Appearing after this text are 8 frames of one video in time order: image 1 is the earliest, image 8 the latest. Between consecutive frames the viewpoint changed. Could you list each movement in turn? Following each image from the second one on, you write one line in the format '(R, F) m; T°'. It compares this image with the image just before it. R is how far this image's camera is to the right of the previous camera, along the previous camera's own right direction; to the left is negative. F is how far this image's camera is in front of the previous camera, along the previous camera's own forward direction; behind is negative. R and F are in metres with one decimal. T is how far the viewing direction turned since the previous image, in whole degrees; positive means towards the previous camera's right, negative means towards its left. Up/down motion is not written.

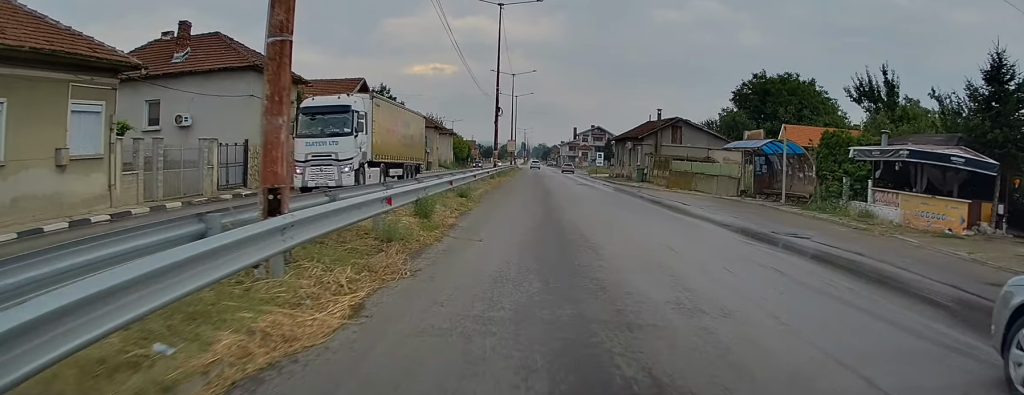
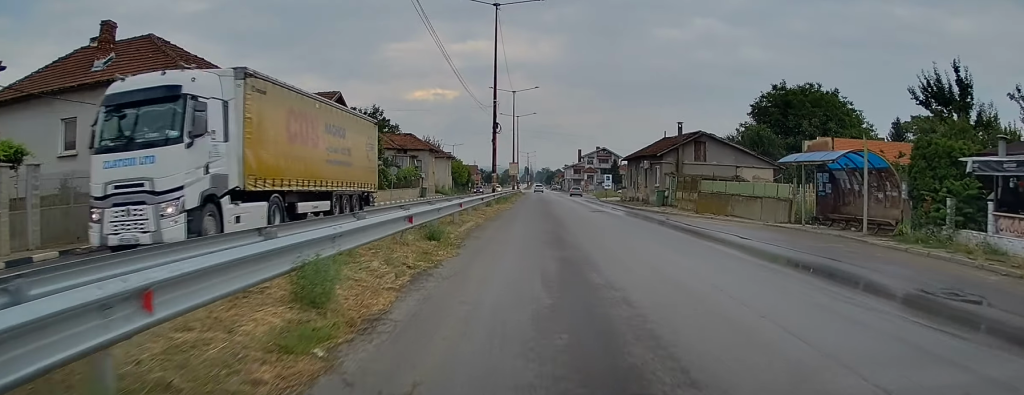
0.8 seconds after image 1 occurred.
(+0.1, +6.8) m; +1°
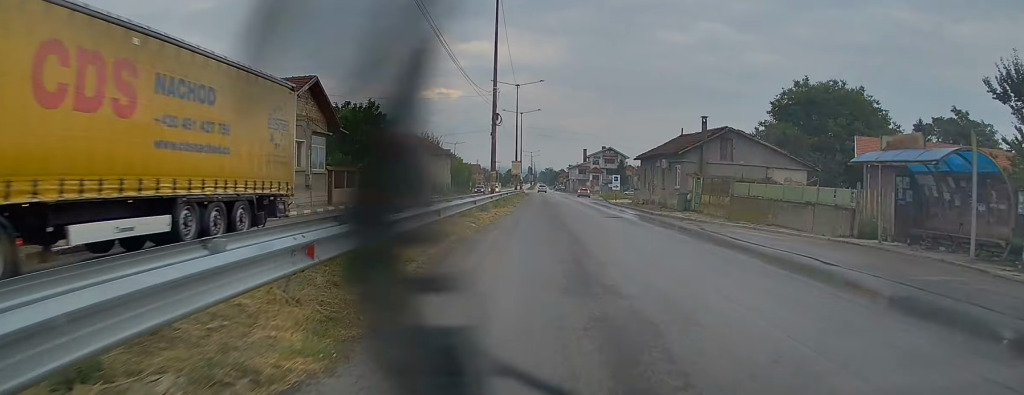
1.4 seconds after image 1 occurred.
(-0.1, +5.5) m; +1°
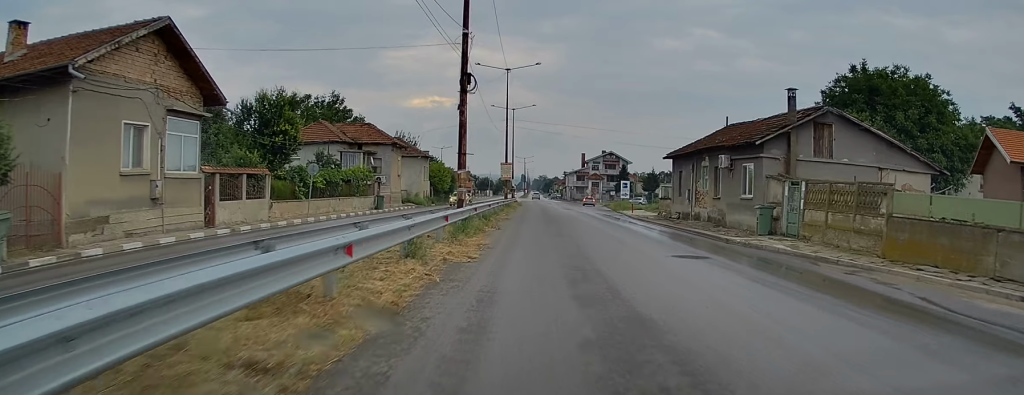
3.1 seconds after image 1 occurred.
(+0.1, +14.5) m; -1°
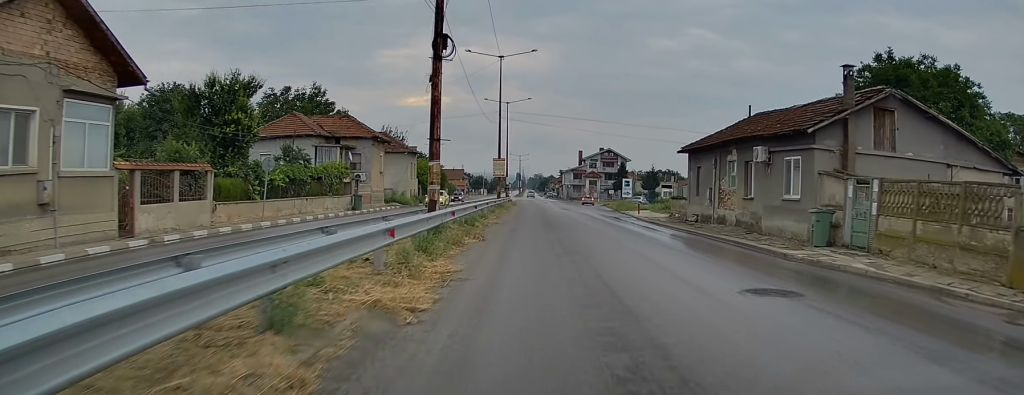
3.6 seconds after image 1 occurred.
(-0.1, +4.9) m; -1°
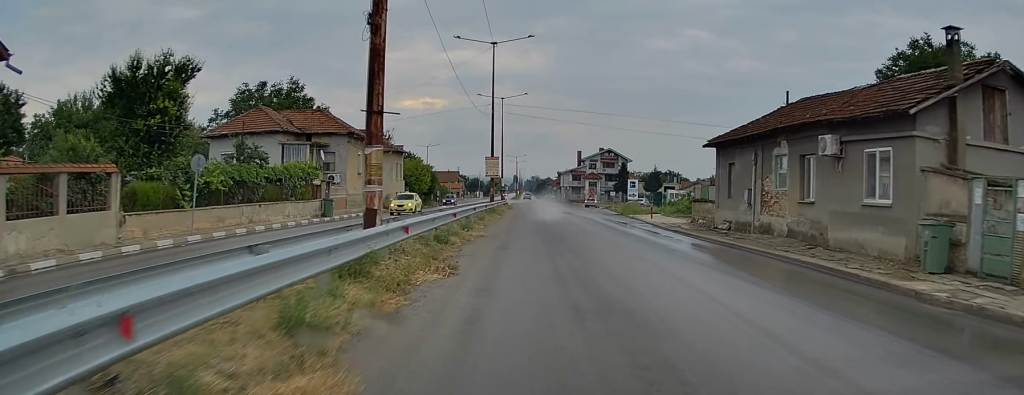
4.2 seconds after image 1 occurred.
(+0.1, +5.7) m; -2°
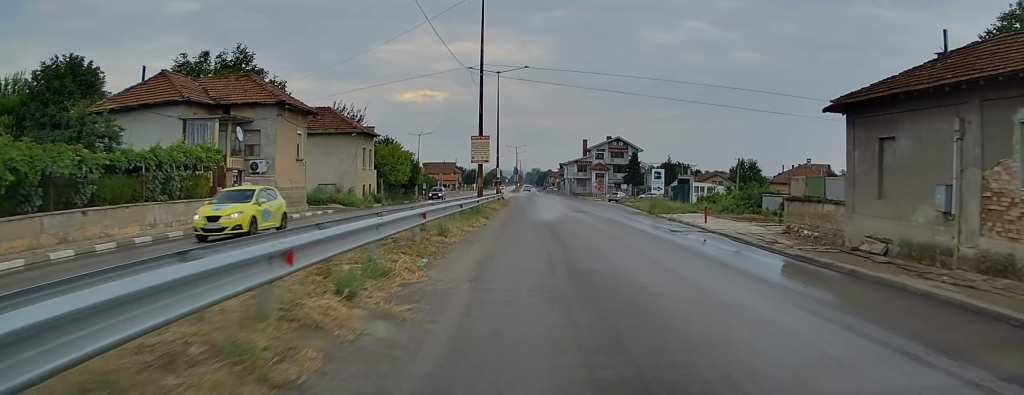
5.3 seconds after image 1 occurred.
(-0.5, +12.2) m; -1°
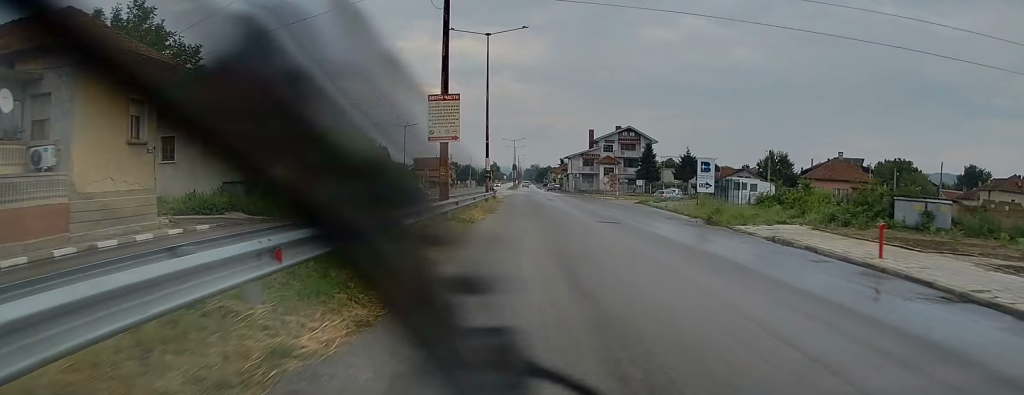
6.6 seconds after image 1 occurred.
(+0.6, +15.7) m; +2°
